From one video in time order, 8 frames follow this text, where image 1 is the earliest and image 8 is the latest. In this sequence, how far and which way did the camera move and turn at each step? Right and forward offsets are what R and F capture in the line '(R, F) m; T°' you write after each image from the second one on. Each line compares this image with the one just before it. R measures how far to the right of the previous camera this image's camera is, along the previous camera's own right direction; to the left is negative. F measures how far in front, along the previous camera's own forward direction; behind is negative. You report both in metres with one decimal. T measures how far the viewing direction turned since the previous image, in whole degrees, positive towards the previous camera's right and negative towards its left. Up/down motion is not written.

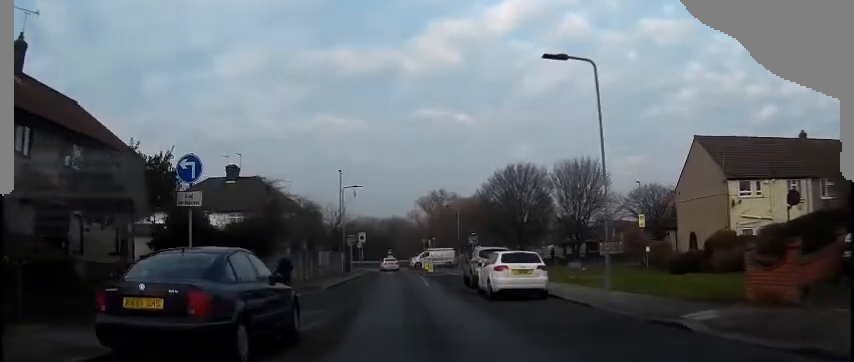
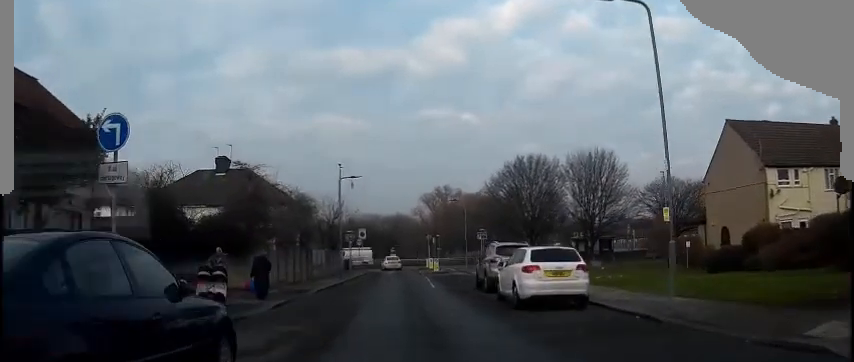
(0.0, +4.1) m; 0°
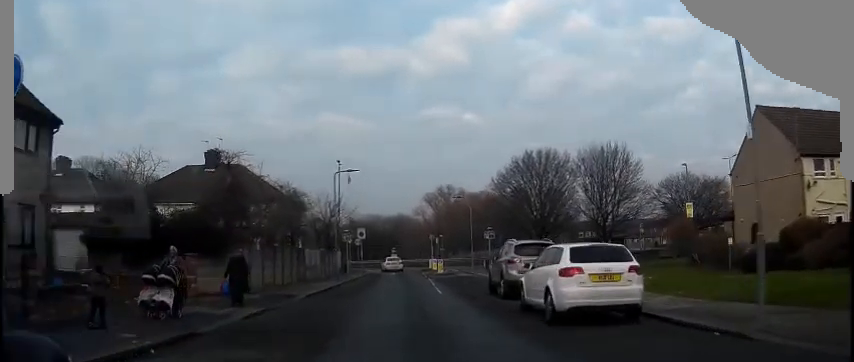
(0.0, +3.5) m; 0°
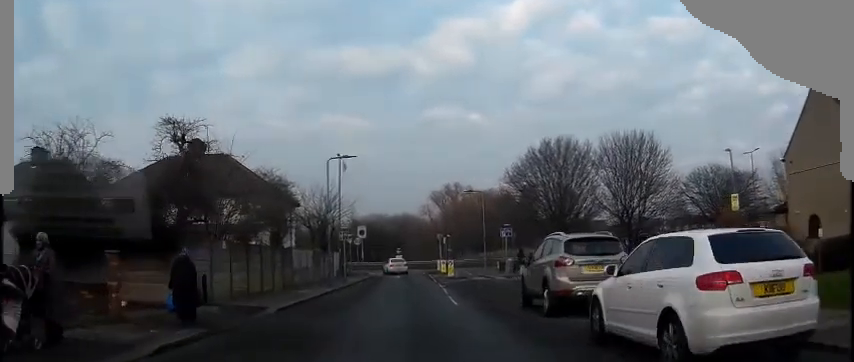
(0.0, +5.4) m; -1°
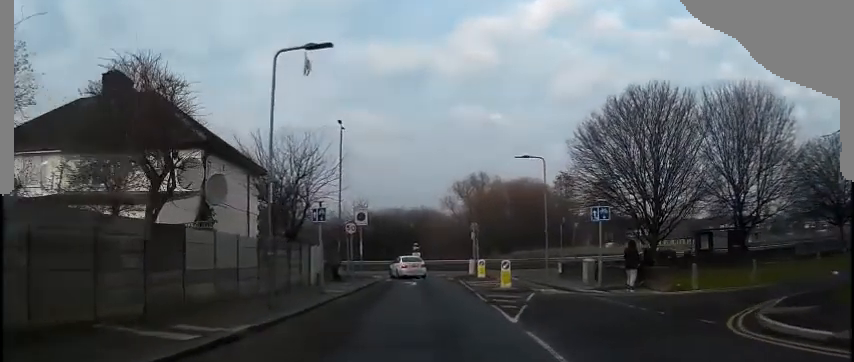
(-0.4, +16.5) m; -1°
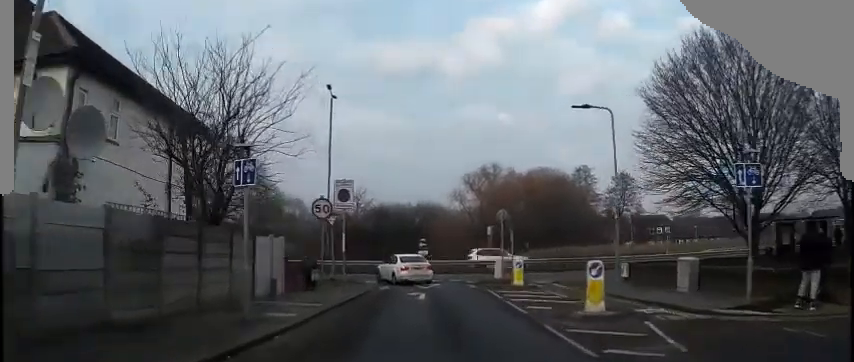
(+0.4, +10.1) m; +2°
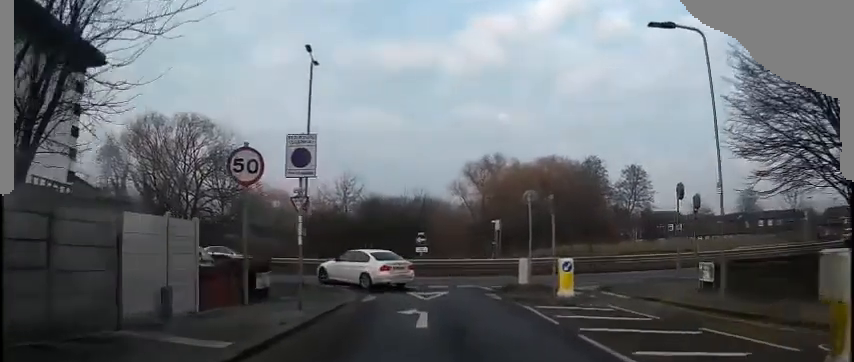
(-0.1, +8.1) m; -1°
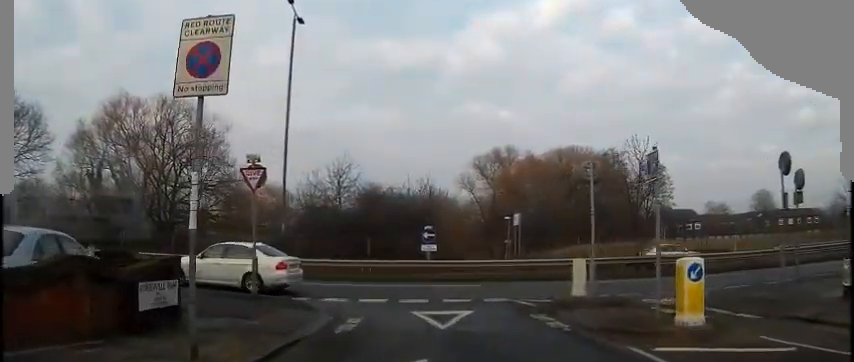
(0.0, +6.5) m; -1°
